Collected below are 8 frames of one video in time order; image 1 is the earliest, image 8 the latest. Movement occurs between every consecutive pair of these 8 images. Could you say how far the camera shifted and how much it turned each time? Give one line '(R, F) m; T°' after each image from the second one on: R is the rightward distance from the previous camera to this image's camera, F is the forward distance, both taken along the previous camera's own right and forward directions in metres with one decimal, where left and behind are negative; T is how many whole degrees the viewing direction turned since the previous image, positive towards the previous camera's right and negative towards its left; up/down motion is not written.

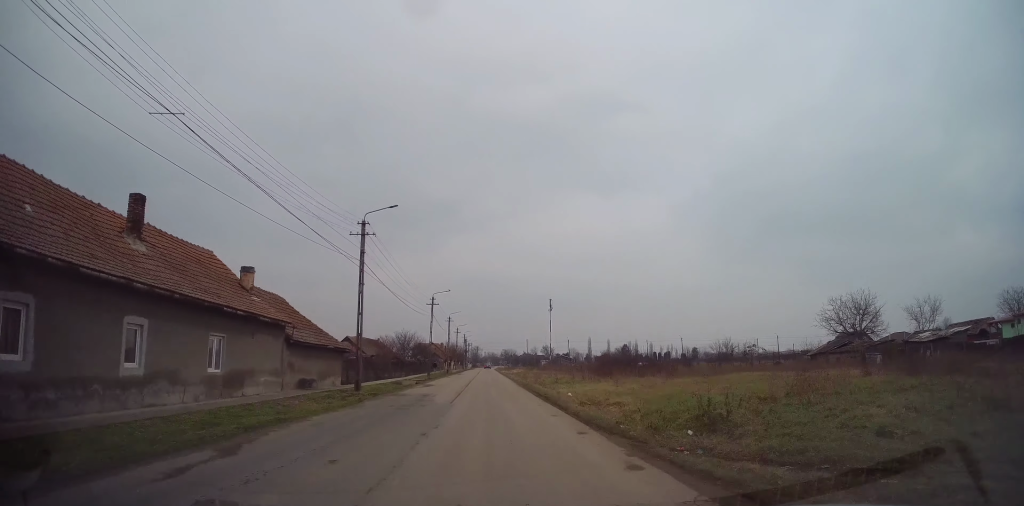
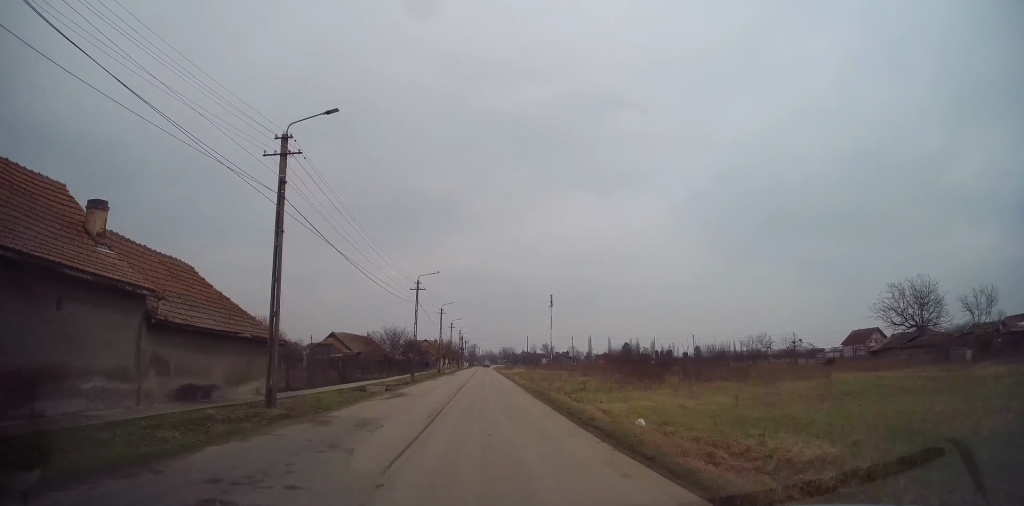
(+0.1, +9.5) m; -1°
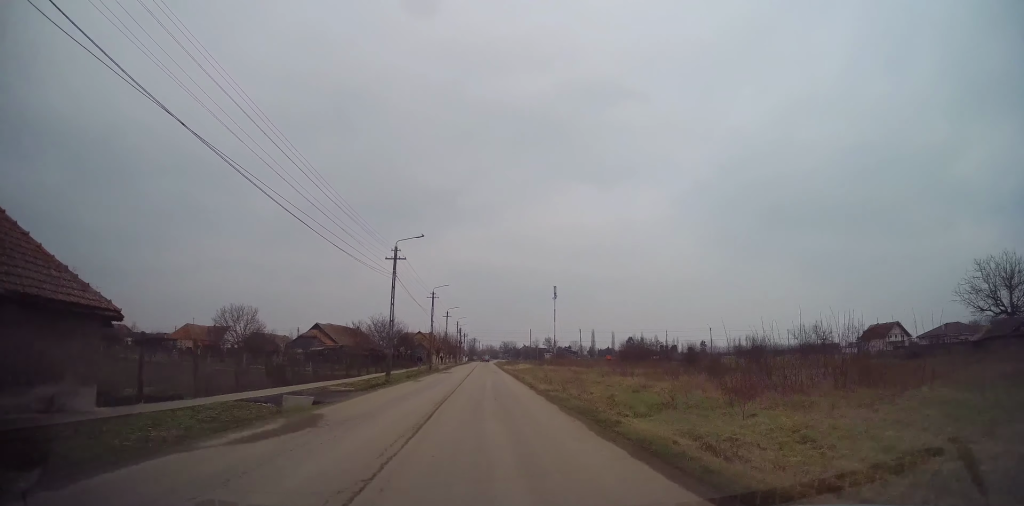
(-0.3, +10.4) m; -1°
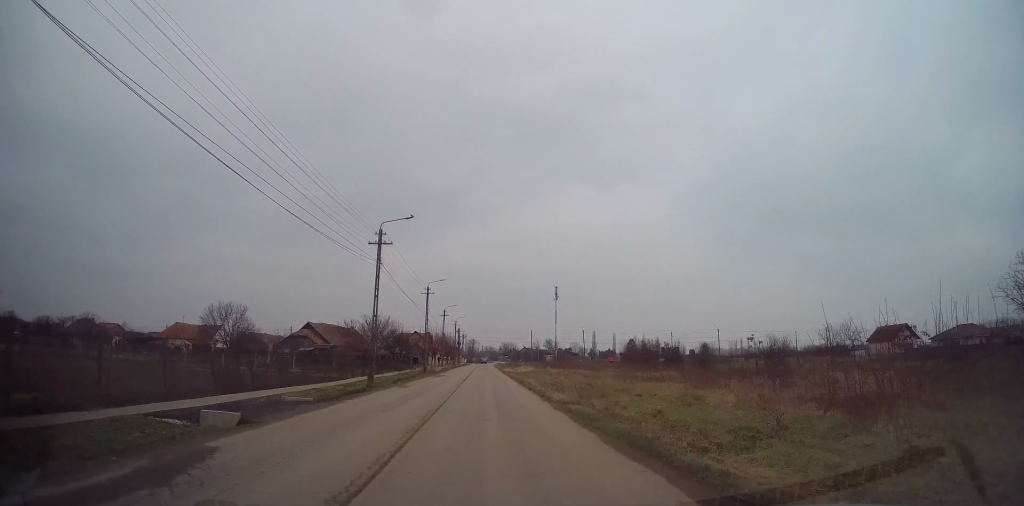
(-0.1, +4.4) m; 0°
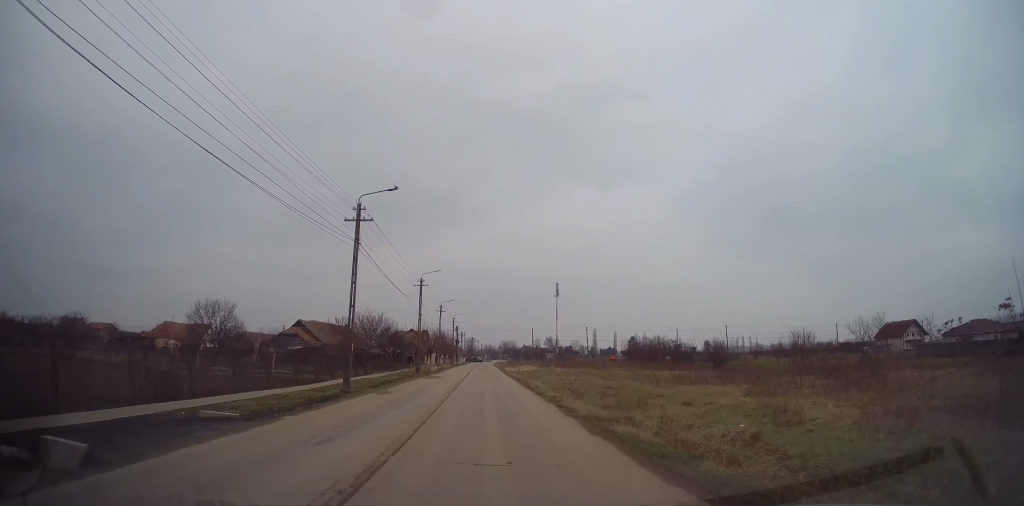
(+0.2, +4.5) m; +1°
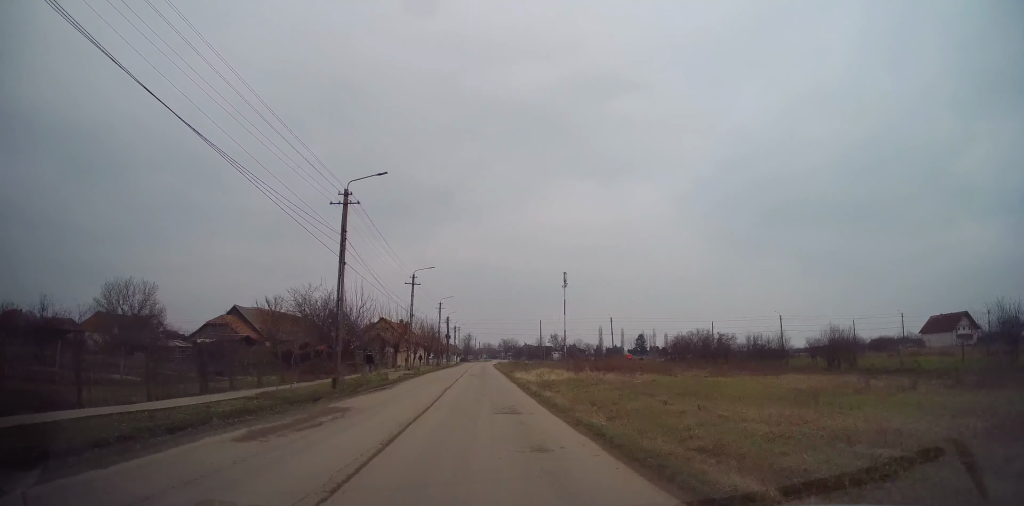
(+0.5, +24.6) m; +1°
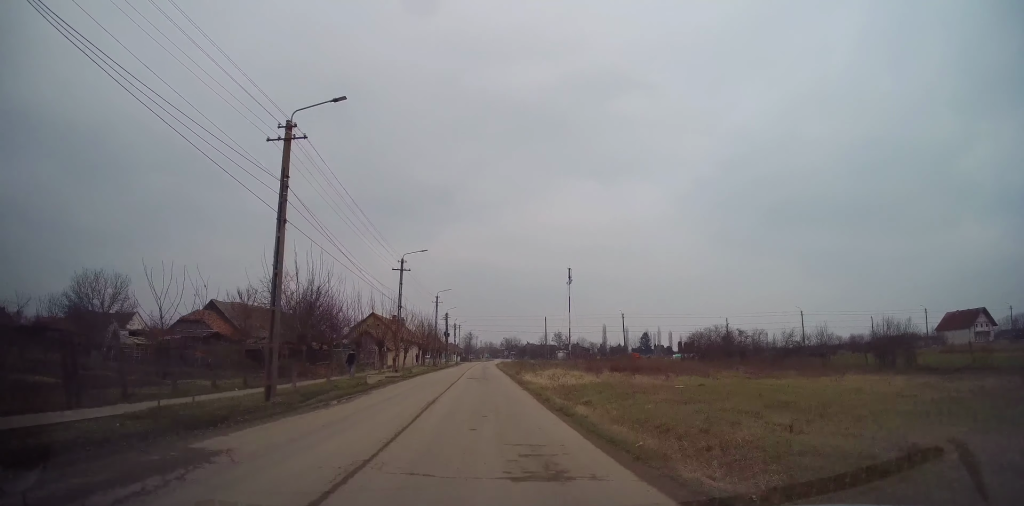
(-0.1, +7.1) m; 0°
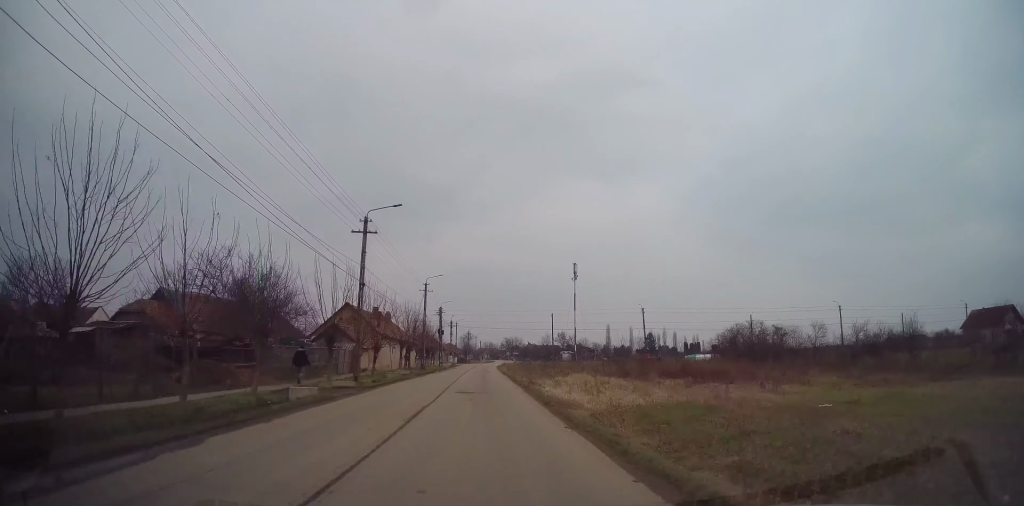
(-0.1, +11.4) m; 0°
